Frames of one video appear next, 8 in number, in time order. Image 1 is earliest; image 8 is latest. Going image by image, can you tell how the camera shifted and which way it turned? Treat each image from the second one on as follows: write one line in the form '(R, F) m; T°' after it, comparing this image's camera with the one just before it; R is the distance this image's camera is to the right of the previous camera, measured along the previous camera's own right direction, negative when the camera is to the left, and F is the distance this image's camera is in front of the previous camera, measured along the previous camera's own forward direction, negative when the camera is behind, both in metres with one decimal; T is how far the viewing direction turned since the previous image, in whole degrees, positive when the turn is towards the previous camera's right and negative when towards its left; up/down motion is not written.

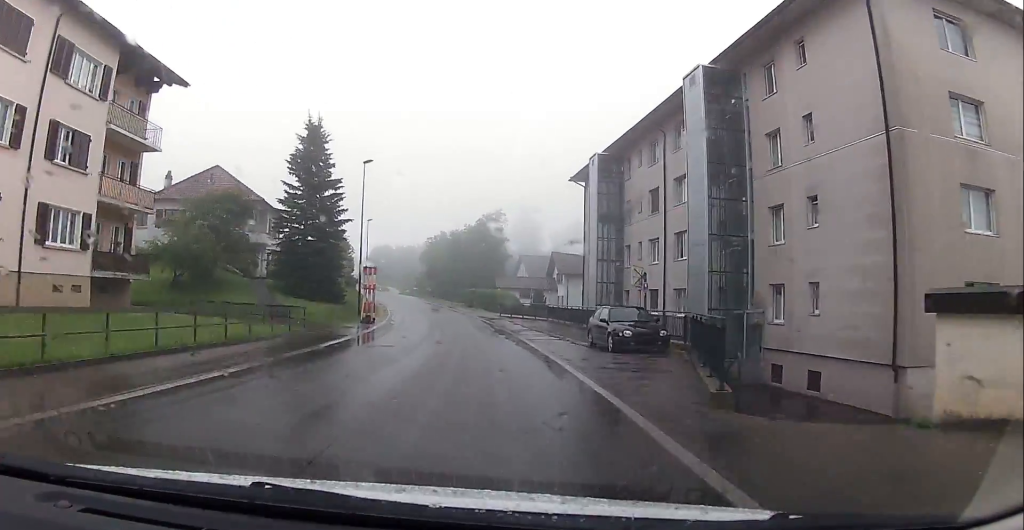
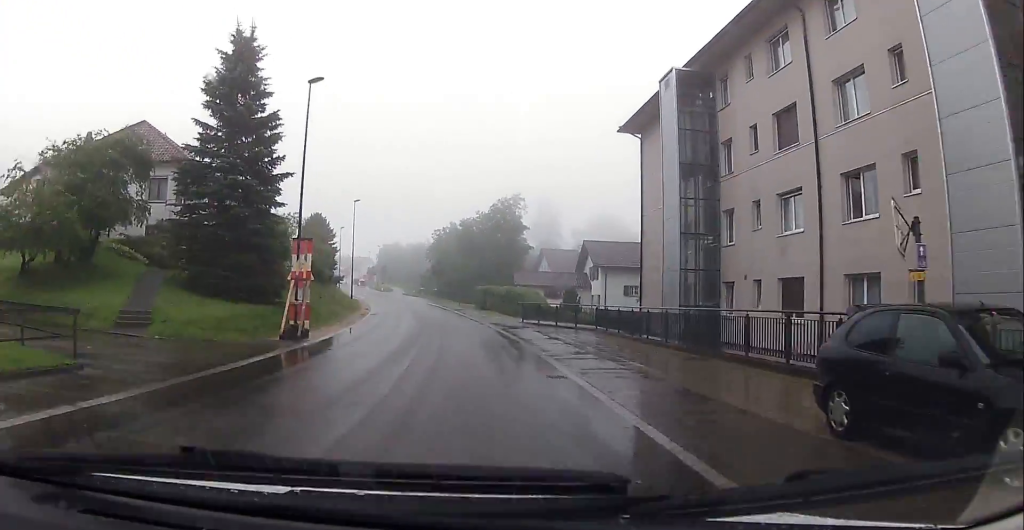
(-0.5, +15.1) m; -1°
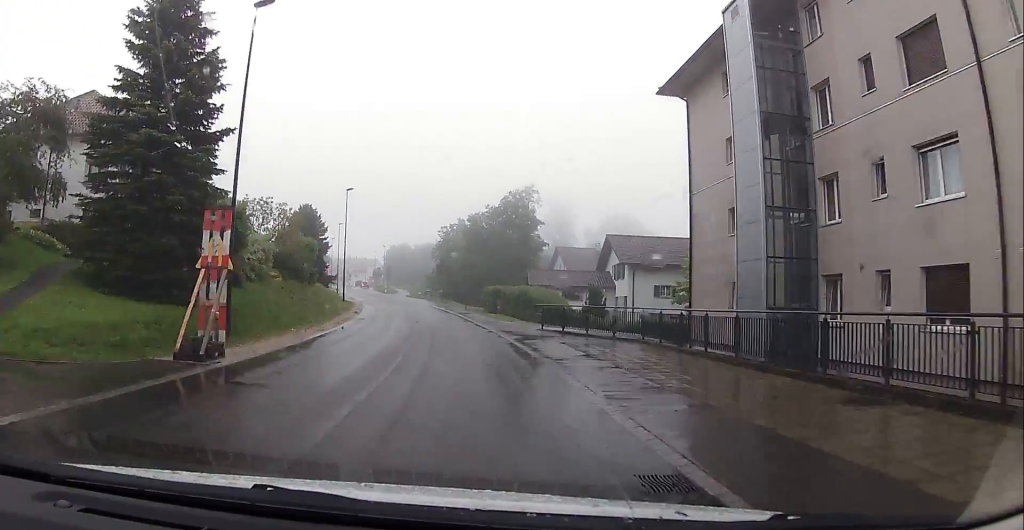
(+0.2, +7.2) m; -2°
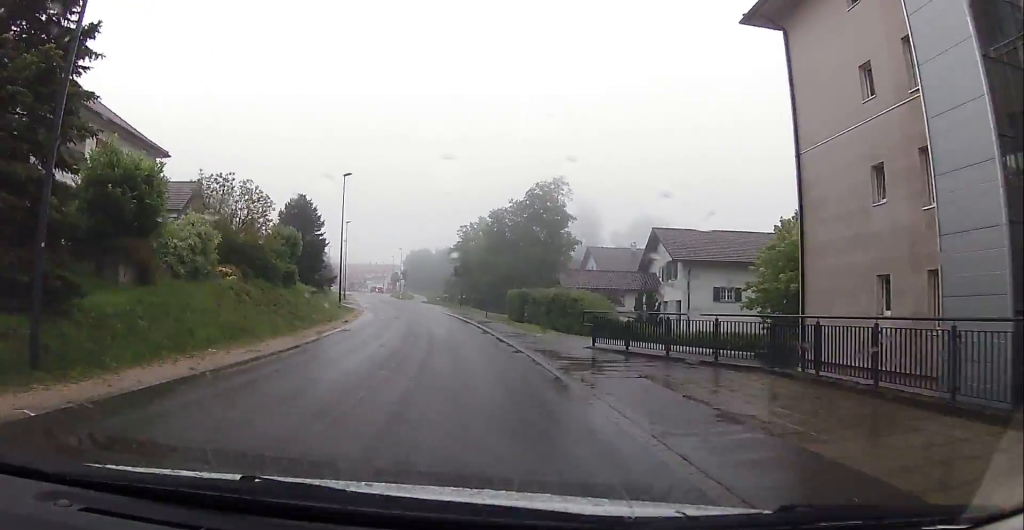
(+0.2, +8.6) m; -2°
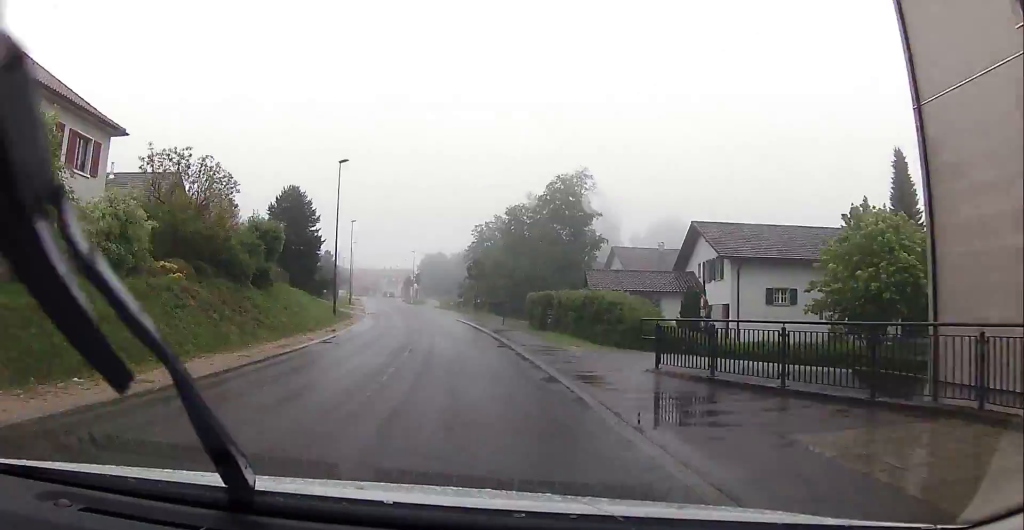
(-0.4, +5.7) m; -3°
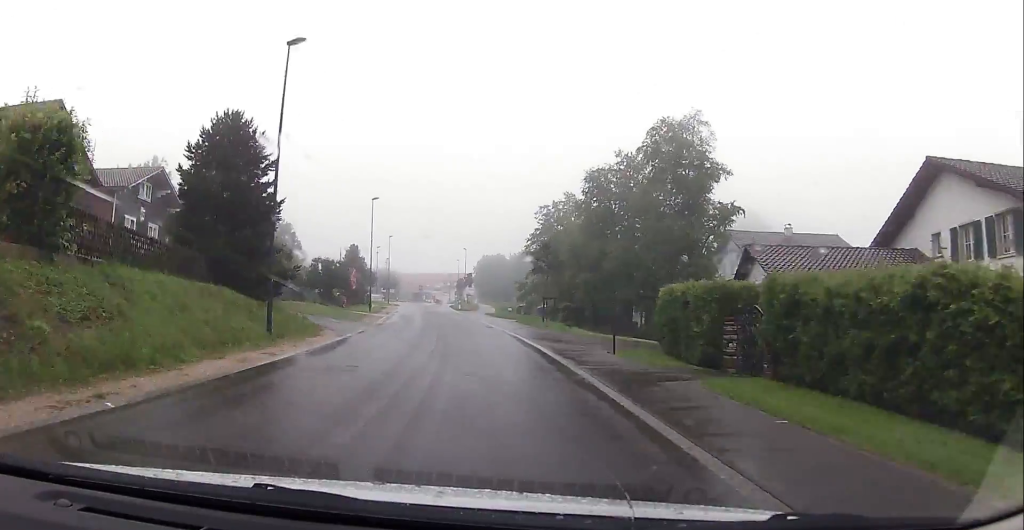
(-1.2, +19.2) m; -4°
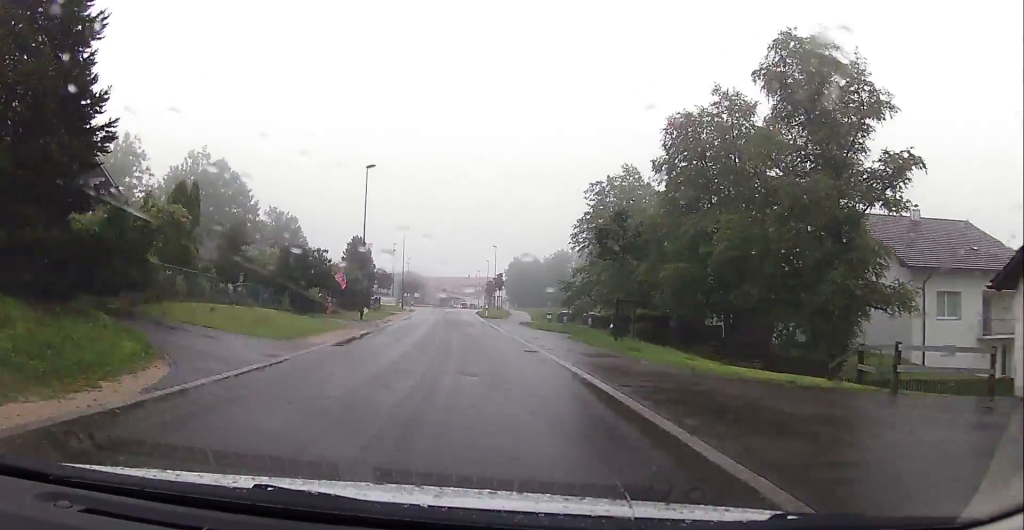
(+0.1, +14.4) m; -2°
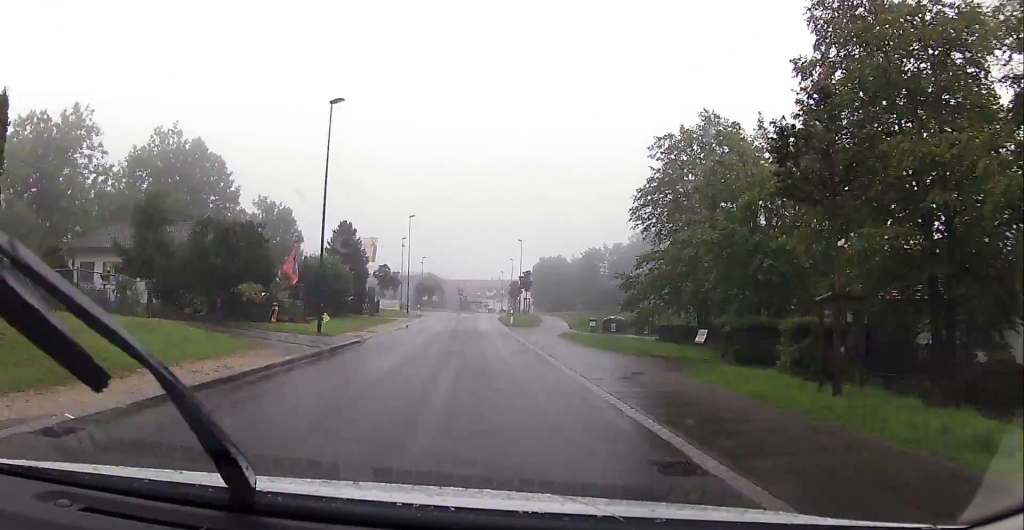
(-0.6, +13.8) m; -3°
